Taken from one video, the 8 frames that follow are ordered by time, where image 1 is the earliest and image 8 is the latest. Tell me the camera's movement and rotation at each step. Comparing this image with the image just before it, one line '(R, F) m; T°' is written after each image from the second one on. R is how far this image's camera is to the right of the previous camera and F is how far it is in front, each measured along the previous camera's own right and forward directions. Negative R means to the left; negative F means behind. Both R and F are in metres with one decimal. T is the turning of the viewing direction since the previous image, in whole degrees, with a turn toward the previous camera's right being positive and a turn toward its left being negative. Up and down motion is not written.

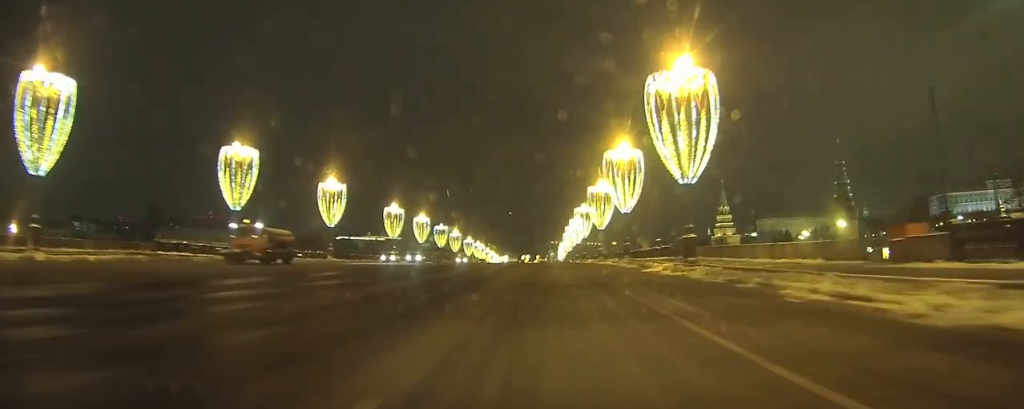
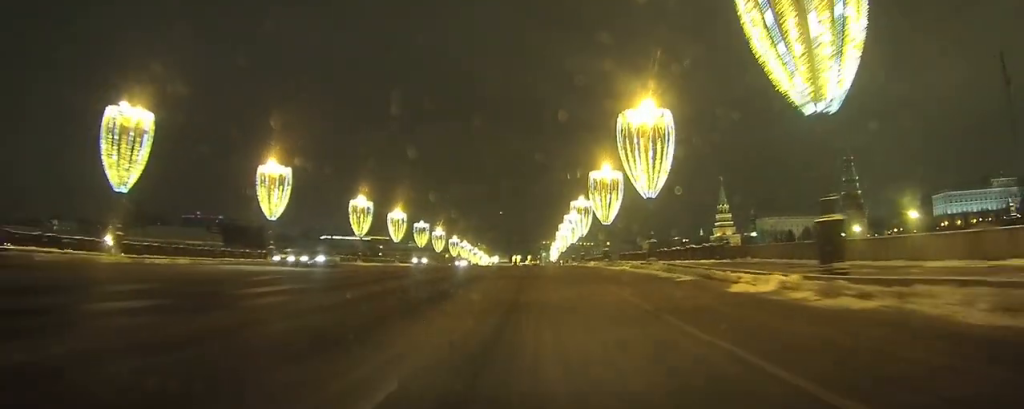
(0.0, +15.6) m; 0°
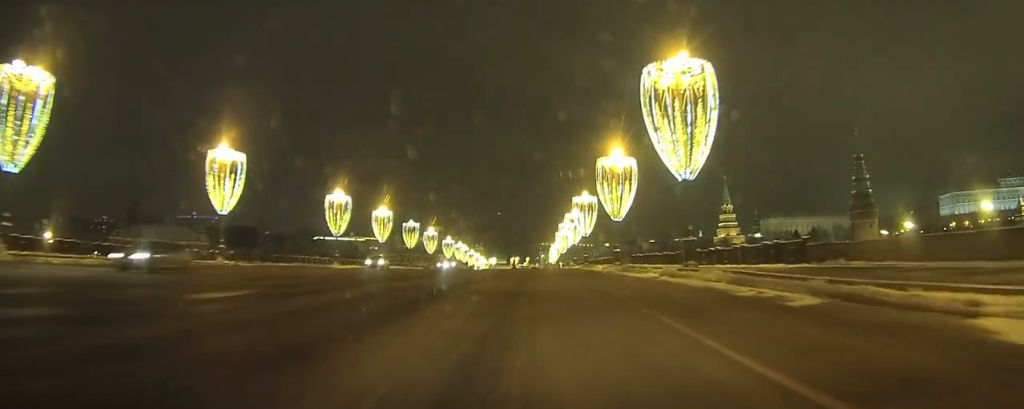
(0.0, +11.5) m; 0°
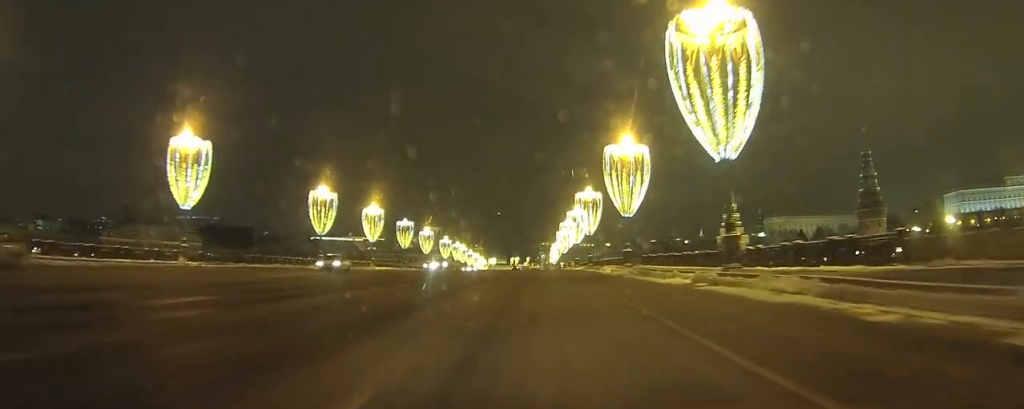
(0.0, +7.6) m; 0°
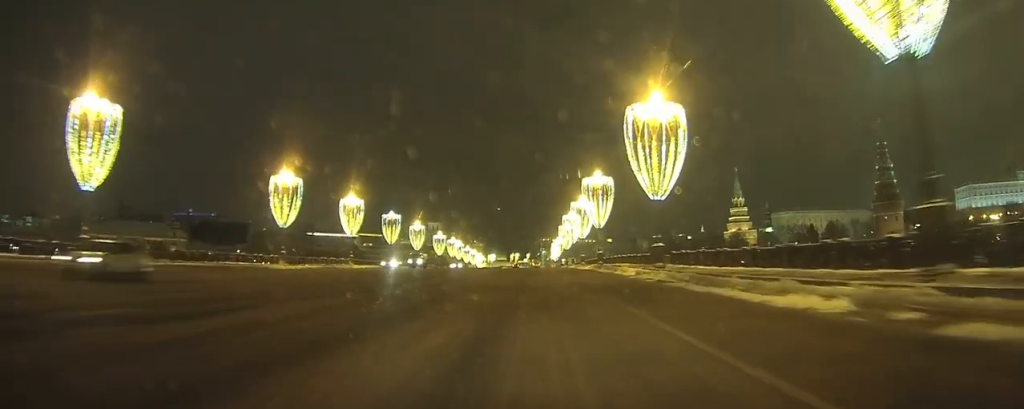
(0.0, +15.4) m; 0°
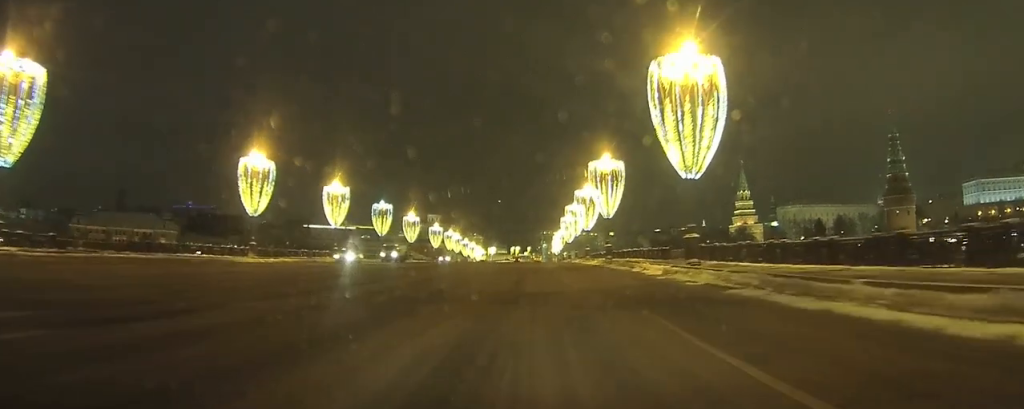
(0.0, +10.2) m; 0°
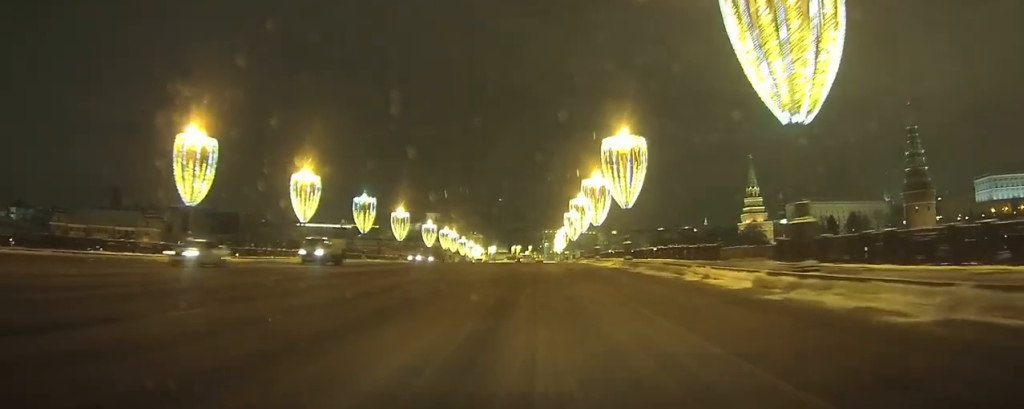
(0.0, +14.5) m; 0°
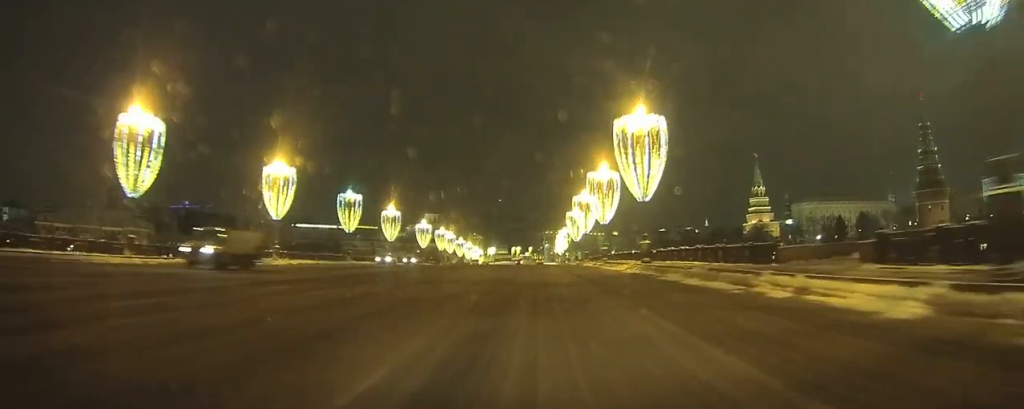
(0.0, +8.8) m; 0°
